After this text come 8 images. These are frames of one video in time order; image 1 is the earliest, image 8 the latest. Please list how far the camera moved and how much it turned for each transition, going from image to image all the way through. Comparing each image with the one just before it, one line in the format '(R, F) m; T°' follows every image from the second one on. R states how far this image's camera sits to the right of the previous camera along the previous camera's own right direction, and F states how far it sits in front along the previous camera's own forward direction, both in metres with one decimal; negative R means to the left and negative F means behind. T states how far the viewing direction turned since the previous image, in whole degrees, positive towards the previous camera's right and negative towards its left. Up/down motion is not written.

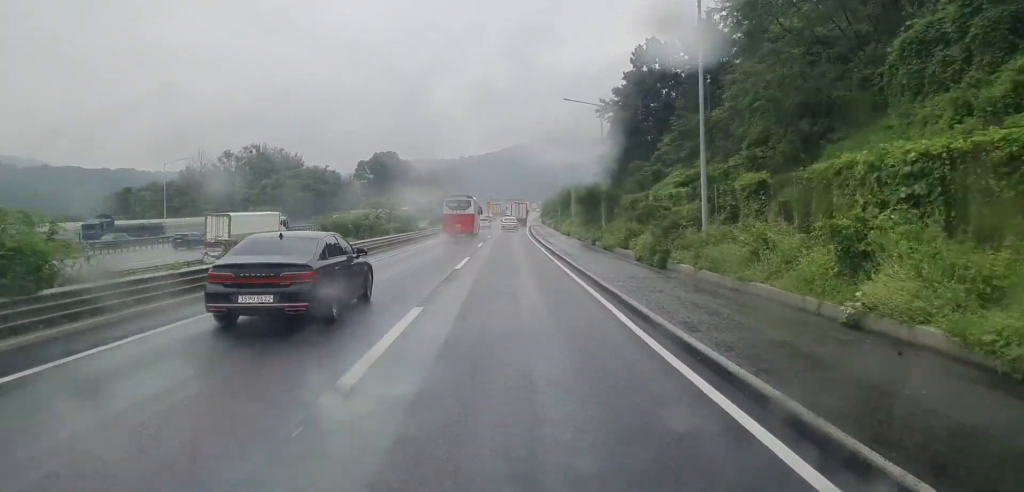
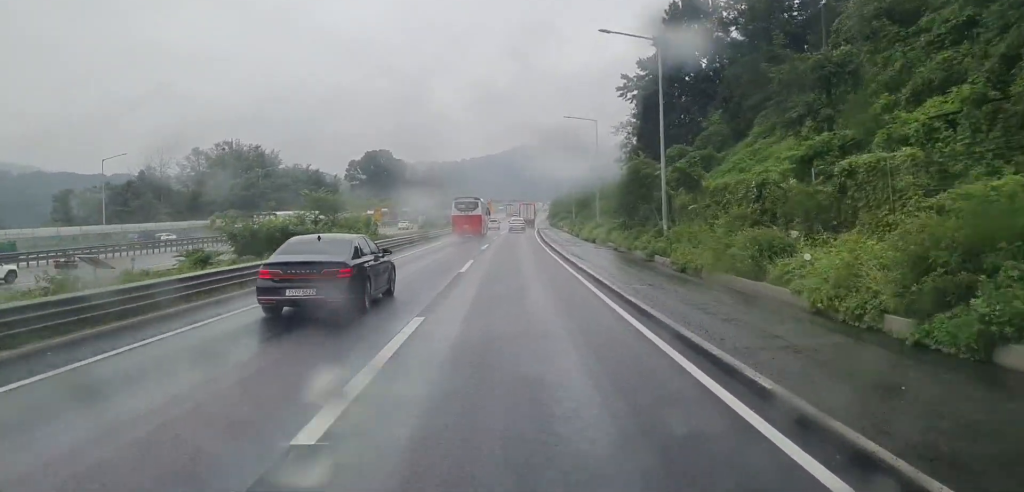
(0.0, +20.9) m; 0°
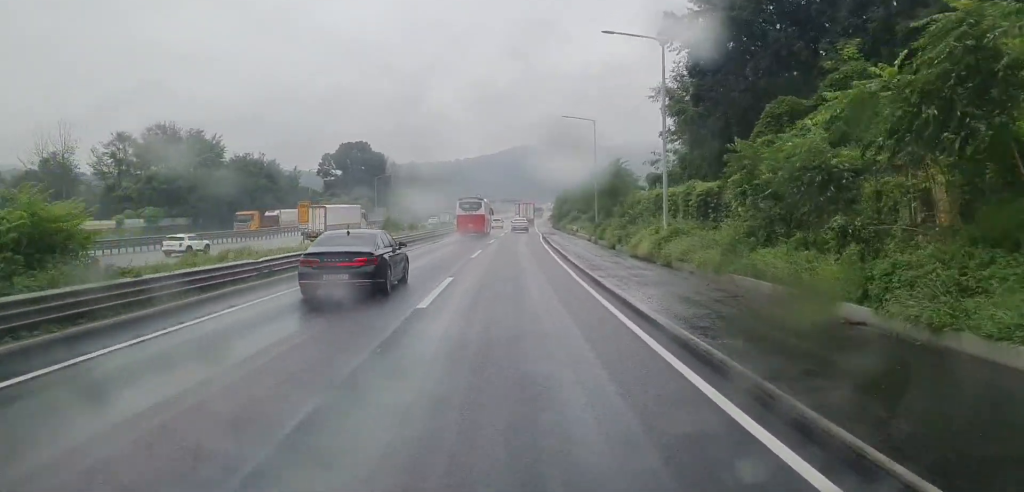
(+0.2, +30.0) m; +1°
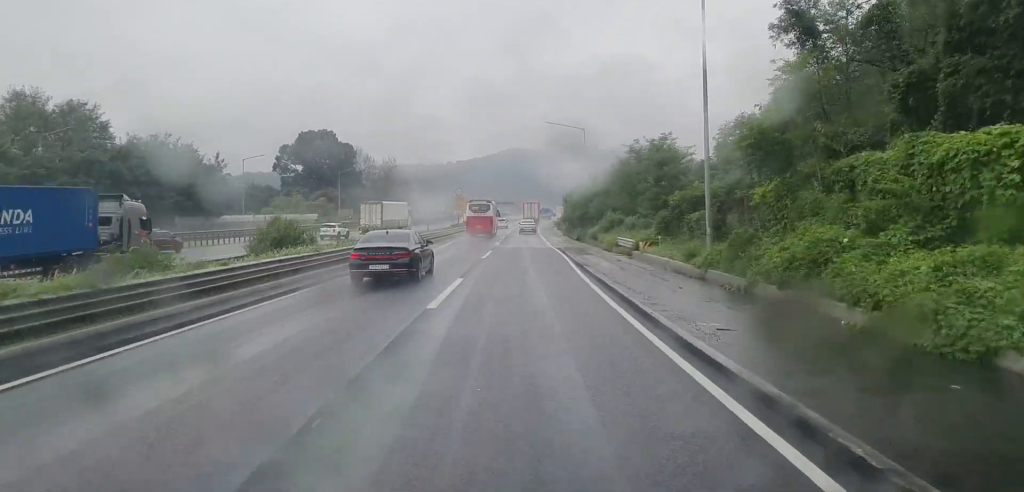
(+0.4, +38.0) m; +1°
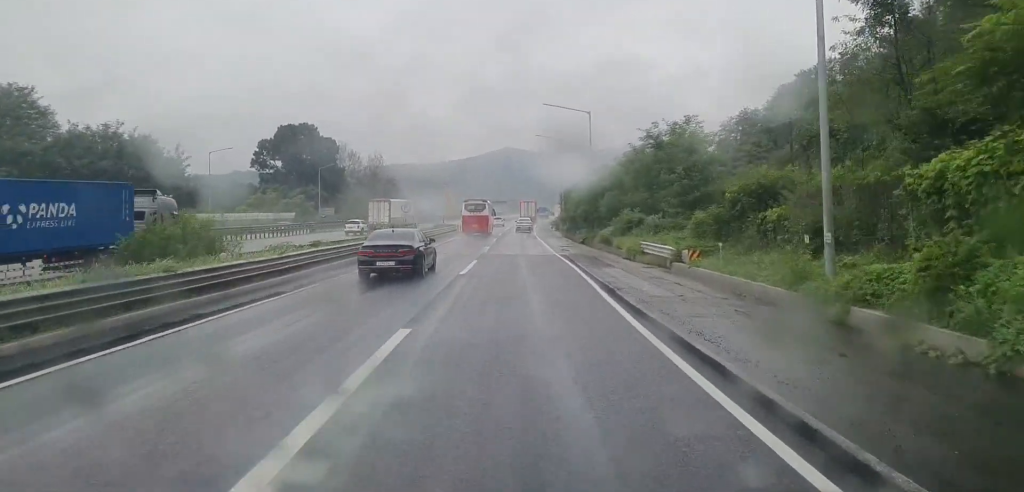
(-0.1, +11.0) m; +1°
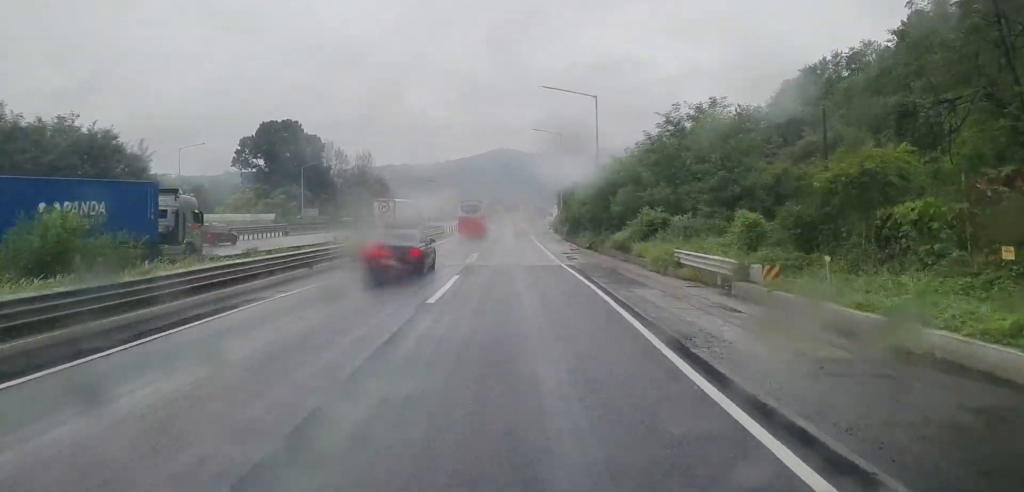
(+0.1, +8.4) m; 0°
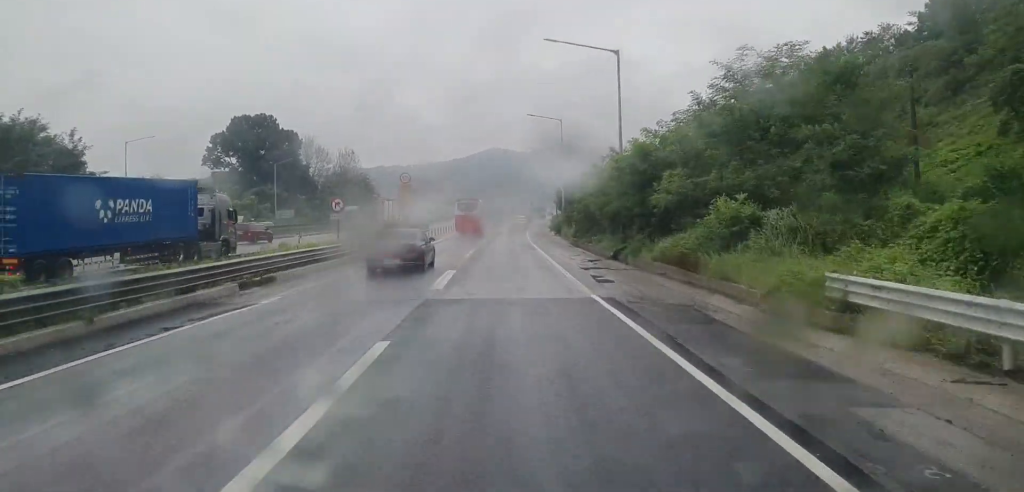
(+0.2, +13.6) m; +1°
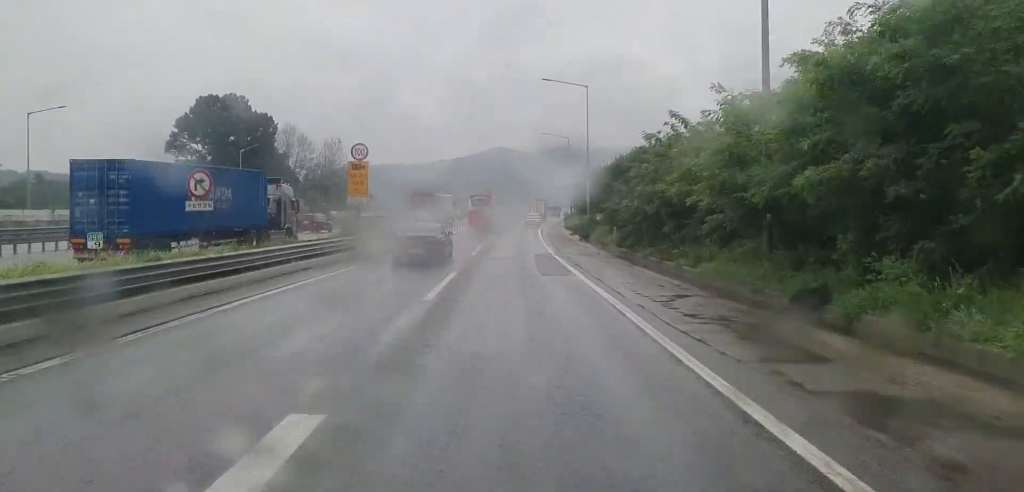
(0.0, +20.5) m; 0°
